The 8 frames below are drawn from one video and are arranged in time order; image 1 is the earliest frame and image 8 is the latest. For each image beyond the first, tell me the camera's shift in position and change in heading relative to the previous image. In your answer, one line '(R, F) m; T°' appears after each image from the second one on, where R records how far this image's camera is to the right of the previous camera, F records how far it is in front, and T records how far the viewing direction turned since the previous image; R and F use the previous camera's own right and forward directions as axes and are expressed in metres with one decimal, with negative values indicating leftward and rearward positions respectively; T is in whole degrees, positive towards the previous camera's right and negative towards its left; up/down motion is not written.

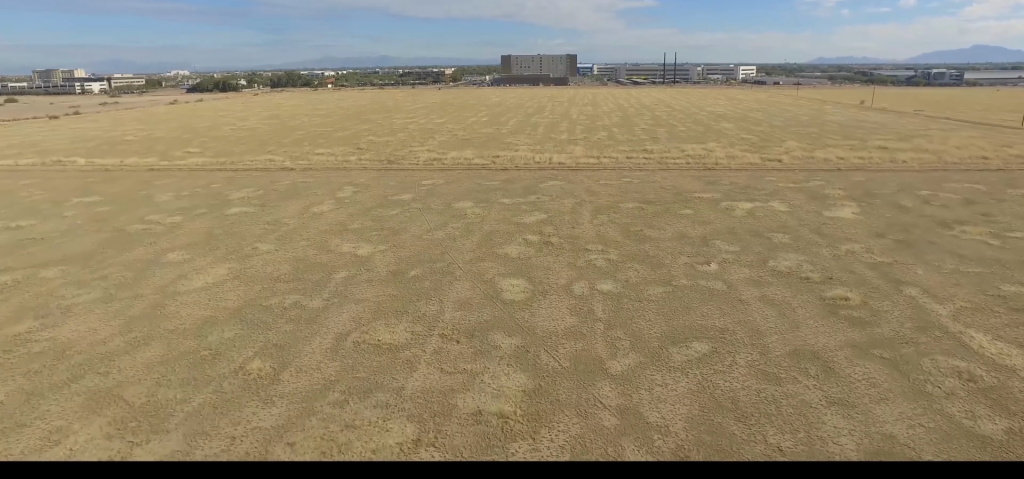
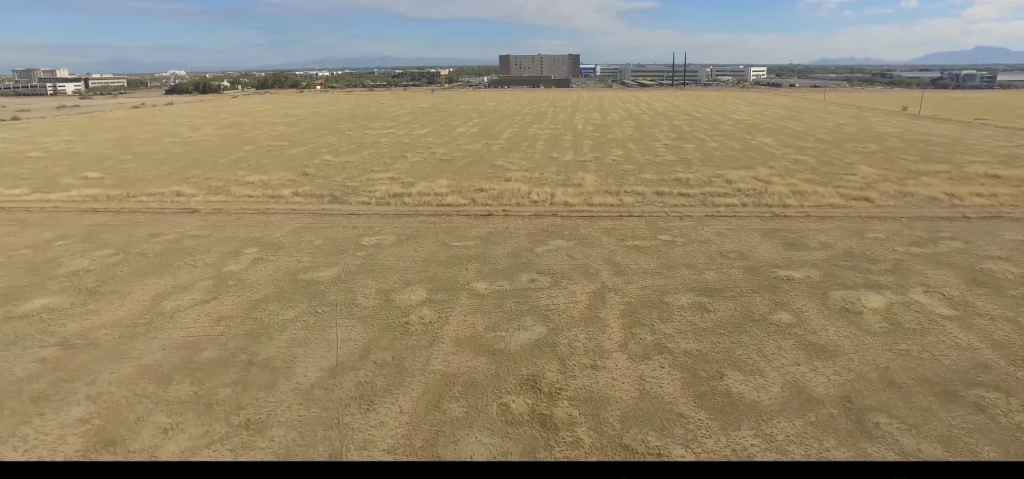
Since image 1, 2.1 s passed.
(0.0, +26.5) m; -1°
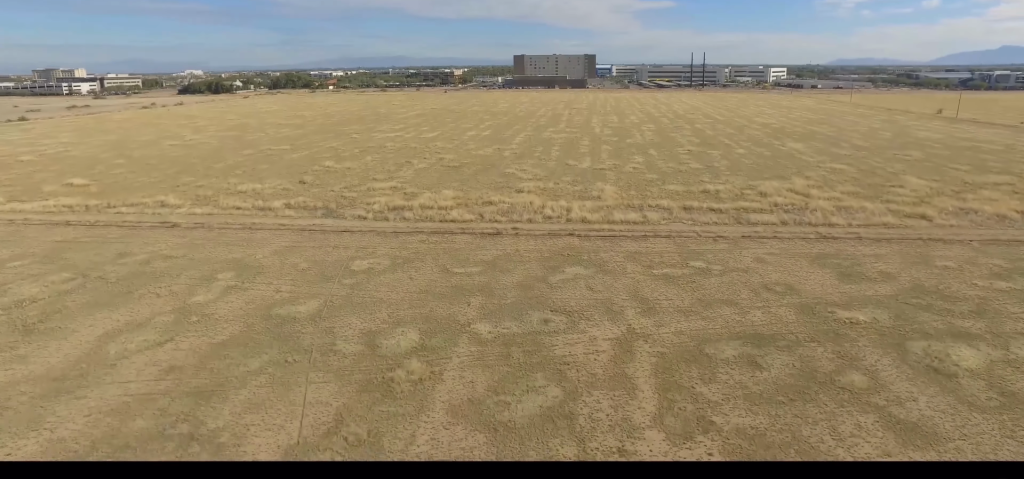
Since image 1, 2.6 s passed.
(0.0, +6.6) m; -1°
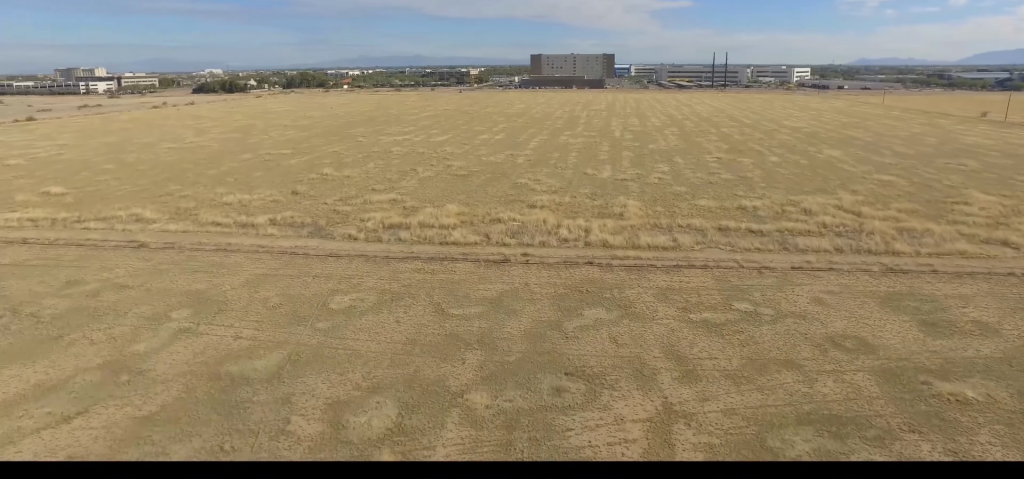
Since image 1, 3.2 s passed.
(-0.1, +8.2) m; -2°
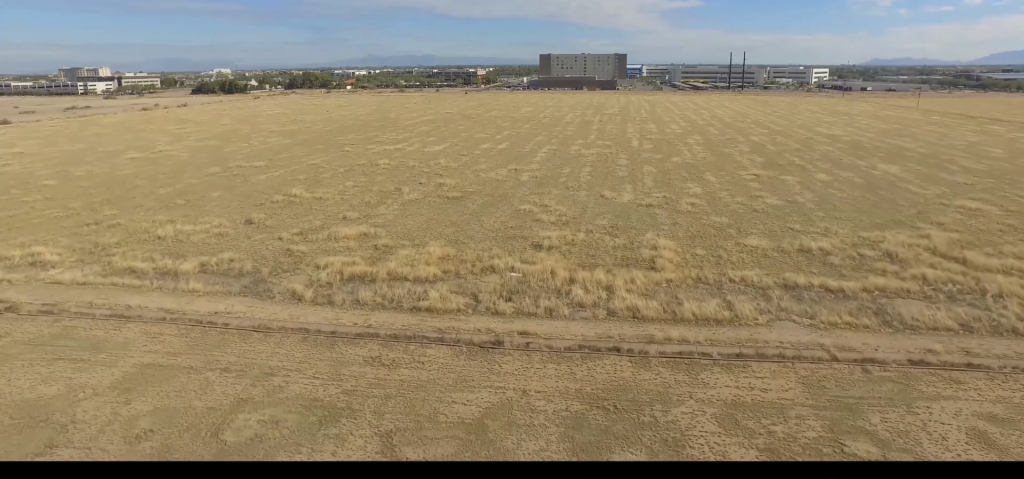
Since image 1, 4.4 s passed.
(-0.4, +14.3) m; -3°
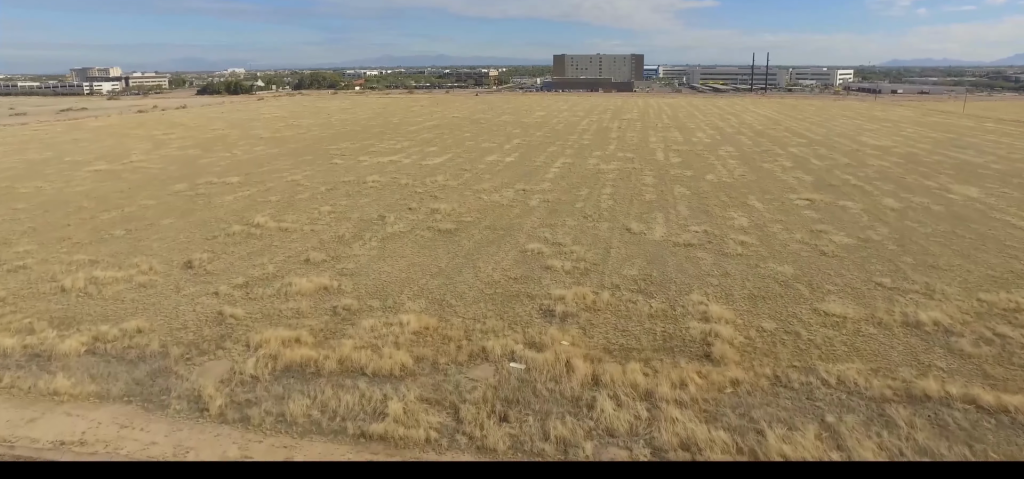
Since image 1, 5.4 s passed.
(-0.3, +13.3) m; -2°
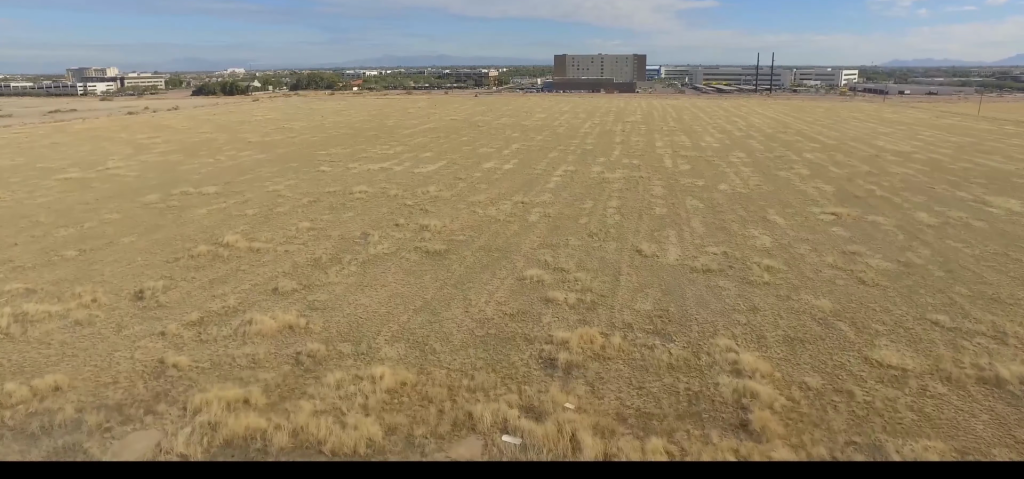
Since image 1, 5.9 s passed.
(0.0, +6.1) m; -1°
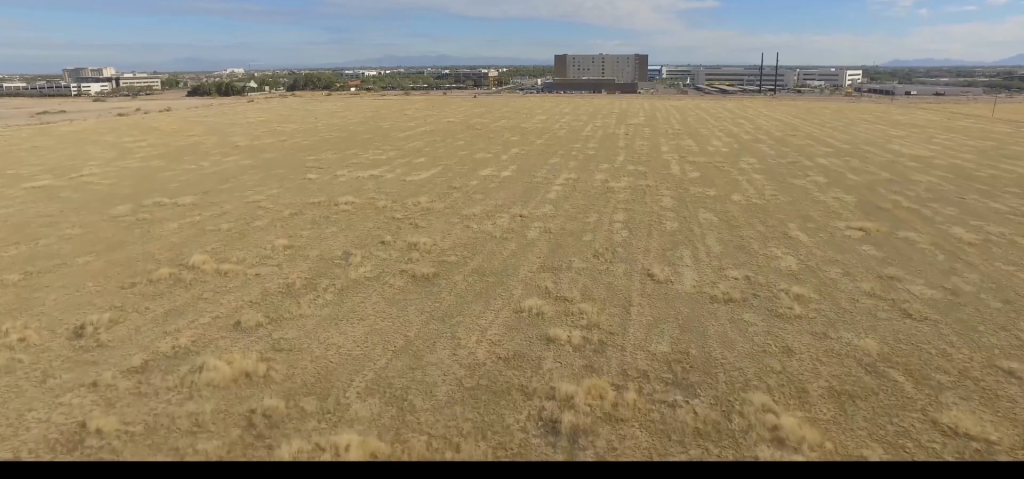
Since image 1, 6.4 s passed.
(-0.1, +6.1) m; -1°
